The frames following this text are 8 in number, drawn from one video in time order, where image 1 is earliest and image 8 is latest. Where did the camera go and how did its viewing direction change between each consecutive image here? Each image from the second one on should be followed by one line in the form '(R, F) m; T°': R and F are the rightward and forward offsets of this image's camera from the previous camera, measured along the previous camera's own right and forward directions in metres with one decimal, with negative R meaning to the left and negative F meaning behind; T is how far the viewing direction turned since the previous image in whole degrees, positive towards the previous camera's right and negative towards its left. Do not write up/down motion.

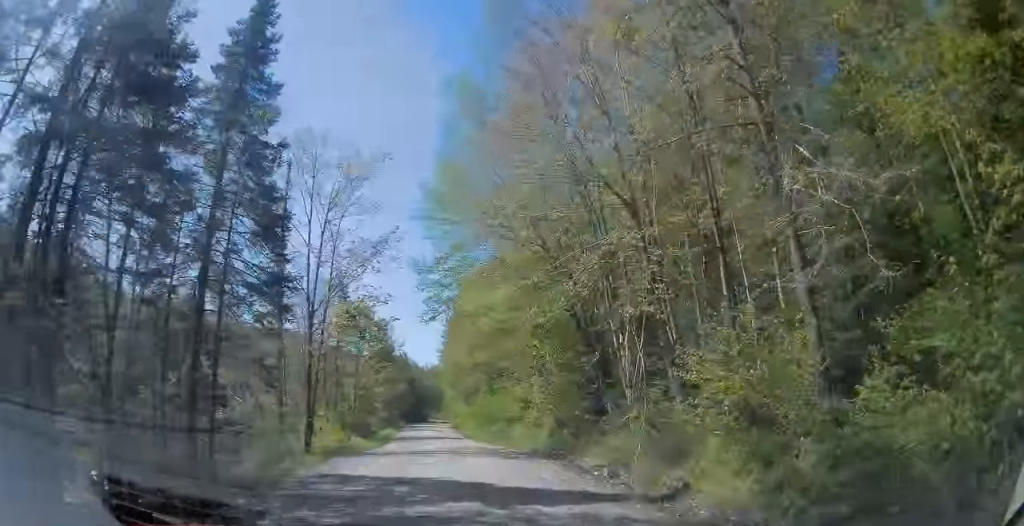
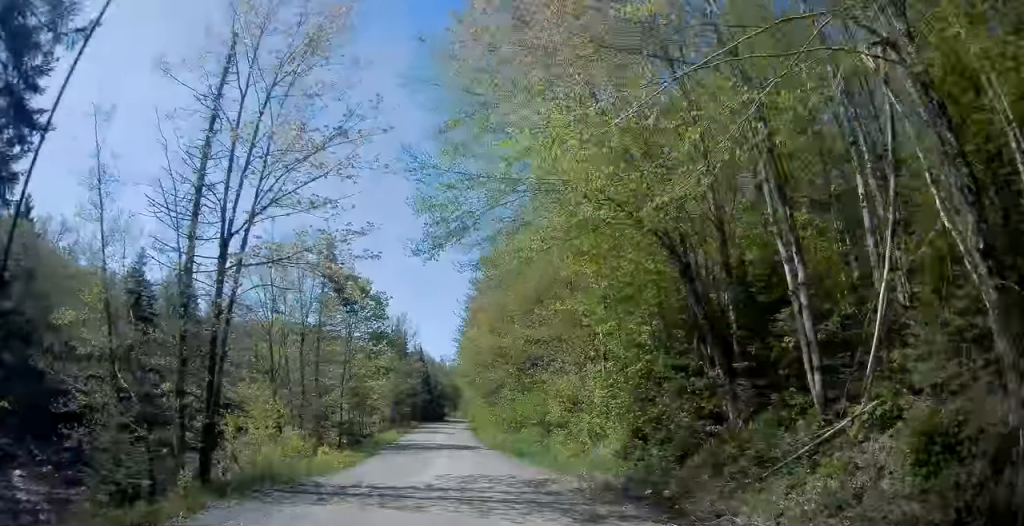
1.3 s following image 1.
(0.0, +10.5) m; 0°
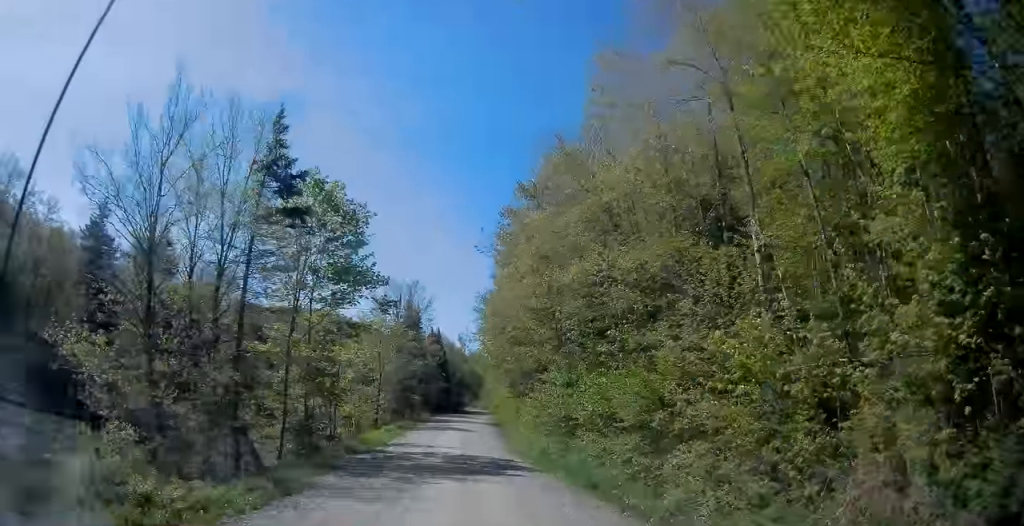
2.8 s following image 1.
(0.0, +14.5) m; +1°
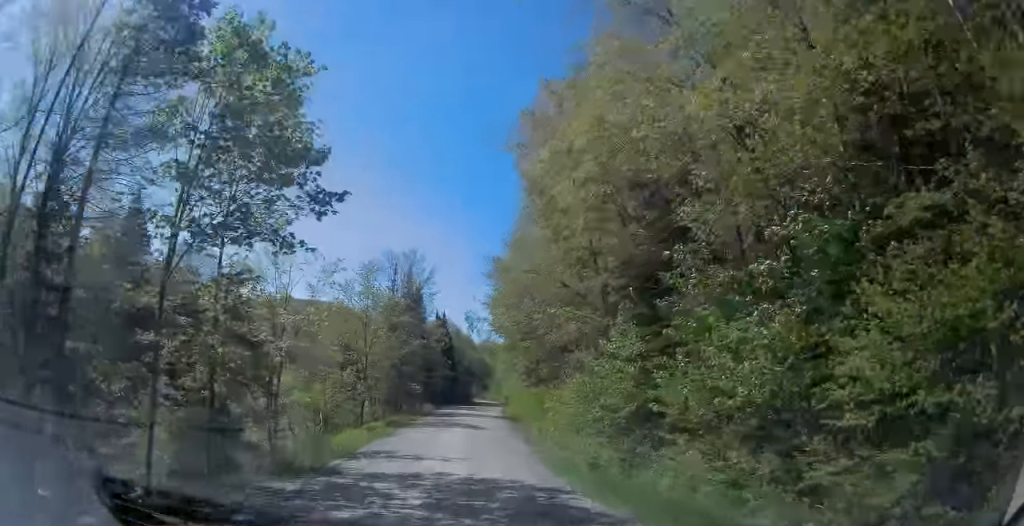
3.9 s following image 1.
(+0.1, +10.4) m; 0°
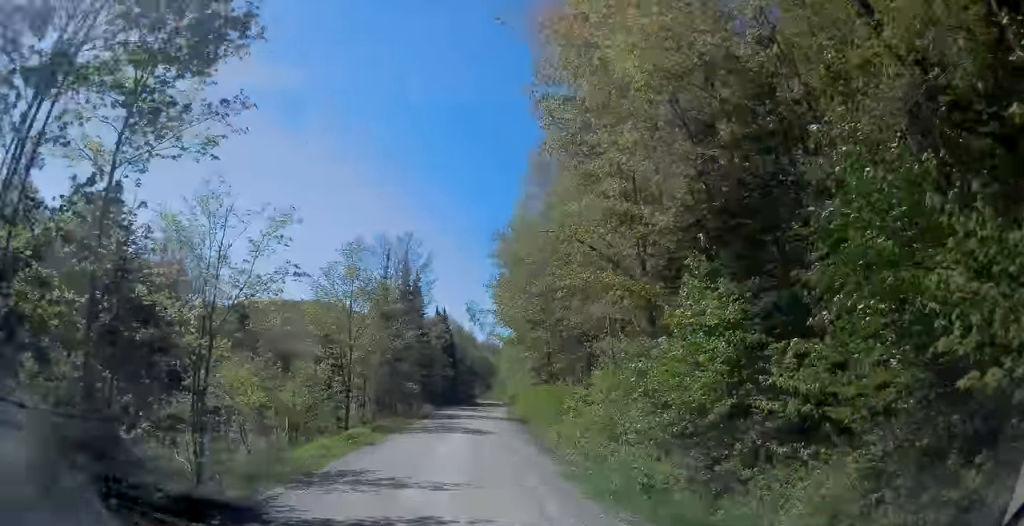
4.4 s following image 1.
(+0.1, +5.8) m; -1°
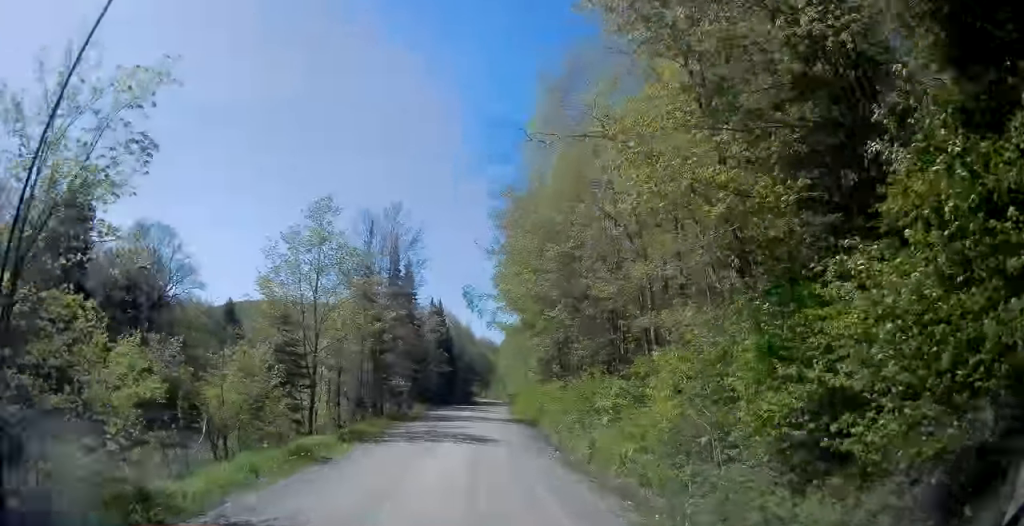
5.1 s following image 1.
(-0.2, +7.4) m; -1°
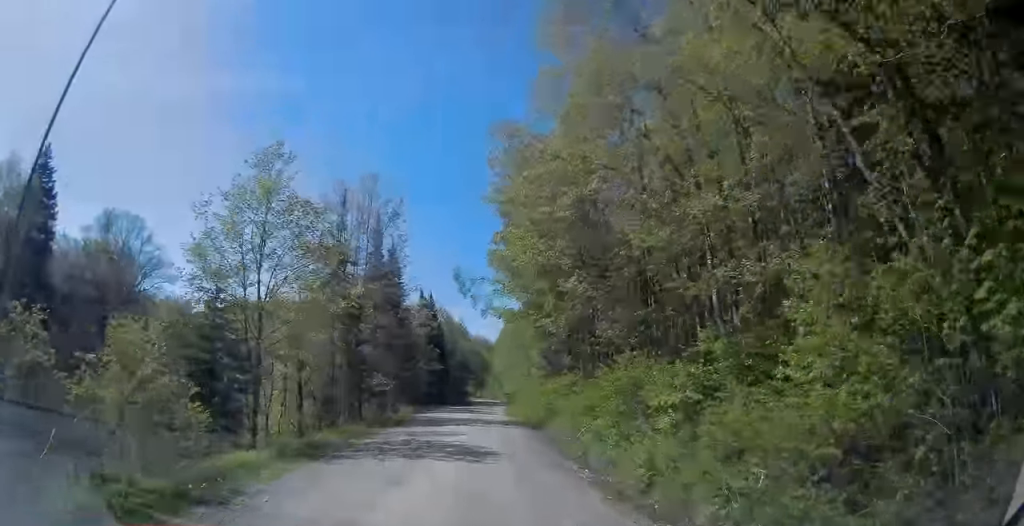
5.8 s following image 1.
(0.0, +6.8) m; +1°
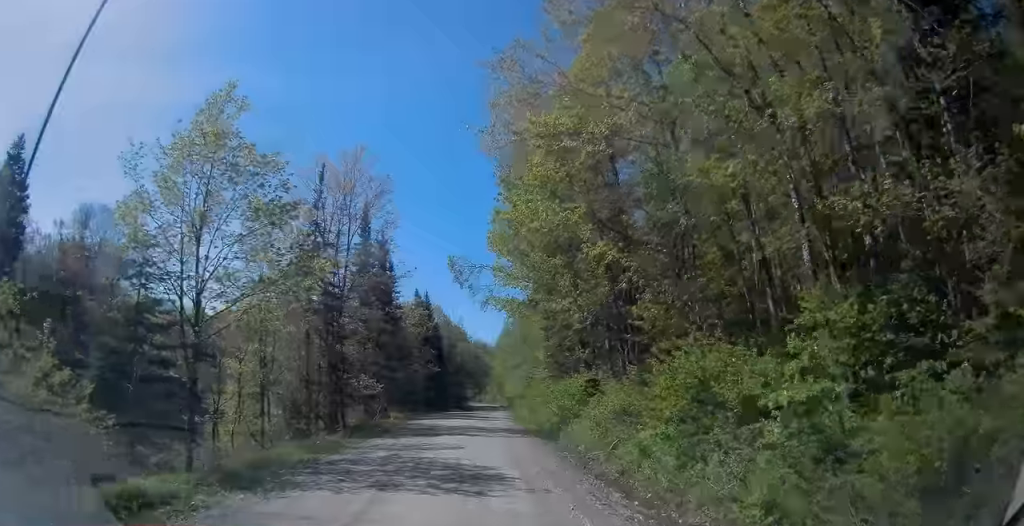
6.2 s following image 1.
(0.0, +5.0) m; +1°
